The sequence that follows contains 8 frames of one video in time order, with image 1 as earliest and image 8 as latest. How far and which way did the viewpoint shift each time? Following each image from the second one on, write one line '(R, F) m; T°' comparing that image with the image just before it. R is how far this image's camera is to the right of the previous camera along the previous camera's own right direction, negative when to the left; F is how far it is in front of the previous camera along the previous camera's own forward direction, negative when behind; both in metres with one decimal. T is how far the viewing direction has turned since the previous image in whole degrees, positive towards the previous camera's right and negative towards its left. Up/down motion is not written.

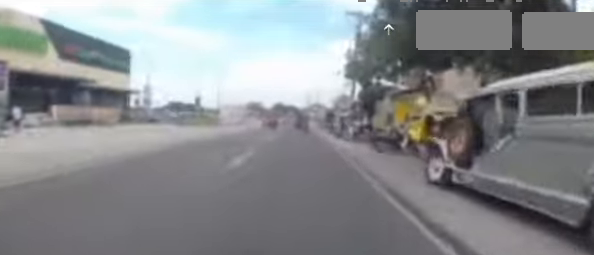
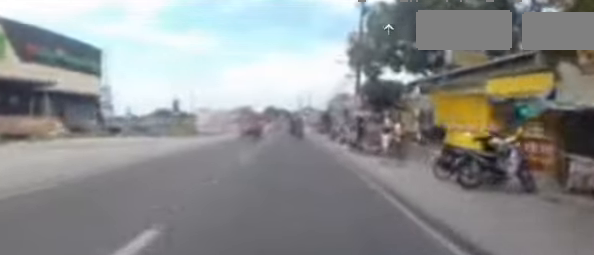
(0.0, +6.4) m; 0°
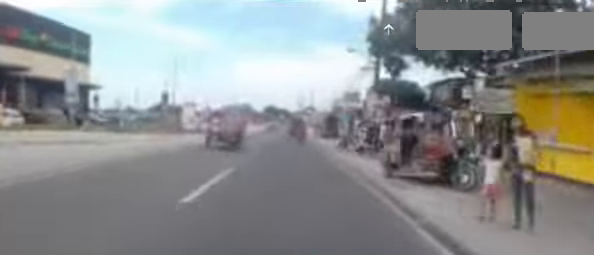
(0.0, +5.2) m; -1°
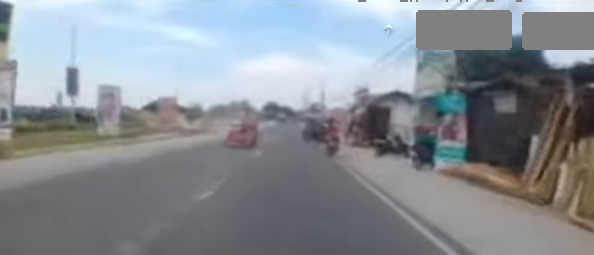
(-0.5, +21.0) m; -2°
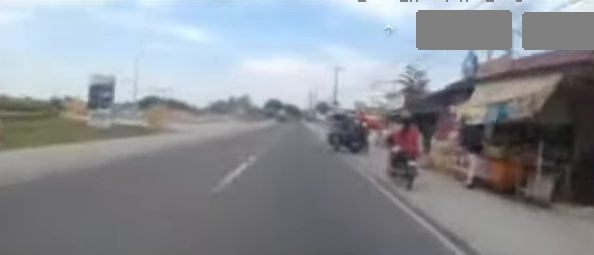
(-0.6, +15.7) m; -2°
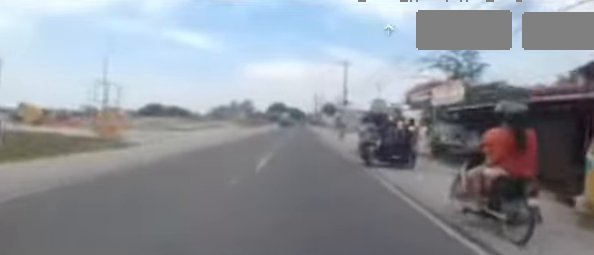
(0.0, +6.4) m; +2°
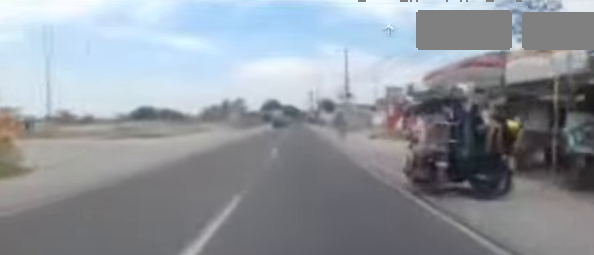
(+0.3, +6.5) m; +2°
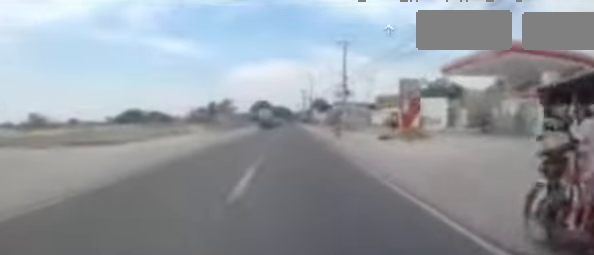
(+0.1, +5.4) m; +2°
